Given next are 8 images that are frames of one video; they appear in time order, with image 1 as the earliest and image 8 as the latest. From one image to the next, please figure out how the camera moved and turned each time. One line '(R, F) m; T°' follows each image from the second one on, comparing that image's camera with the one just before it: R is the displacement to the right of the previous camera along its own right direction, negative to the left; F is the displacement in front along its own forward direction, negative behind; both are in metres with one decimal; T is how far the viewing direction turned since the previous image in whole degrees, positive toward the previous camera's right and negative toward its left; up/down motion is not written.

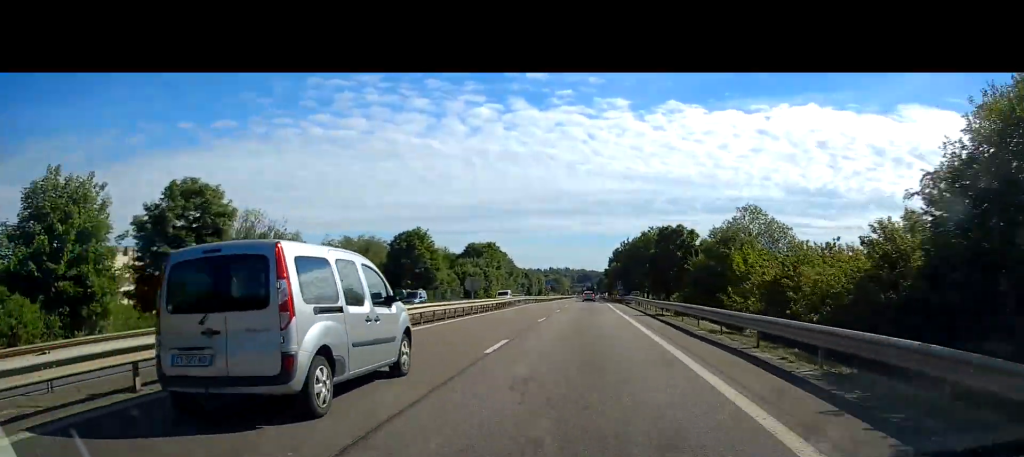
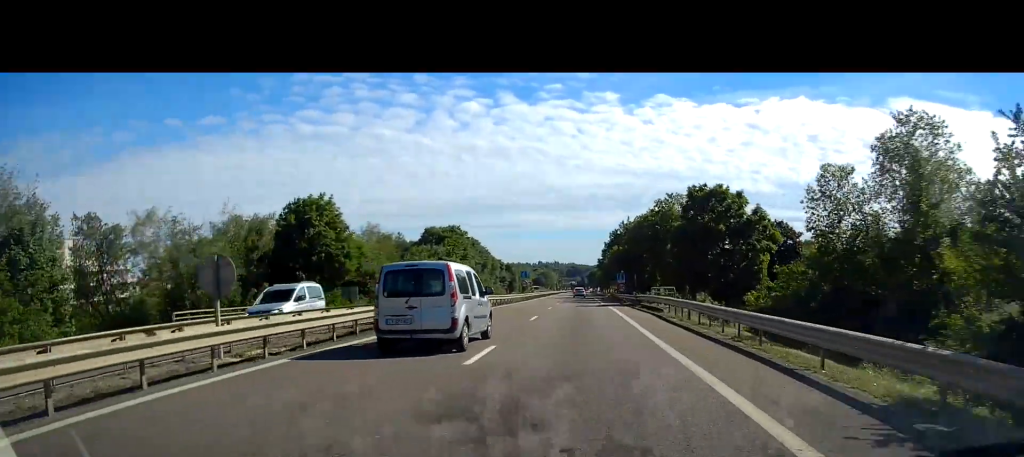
(+0.1, +28.1) m; 0°
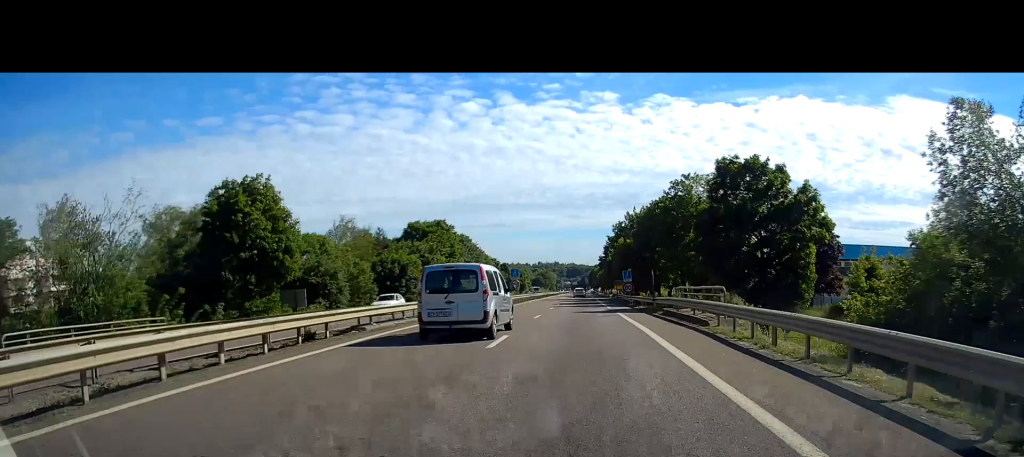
(+0.1, +11.0) m; 0°
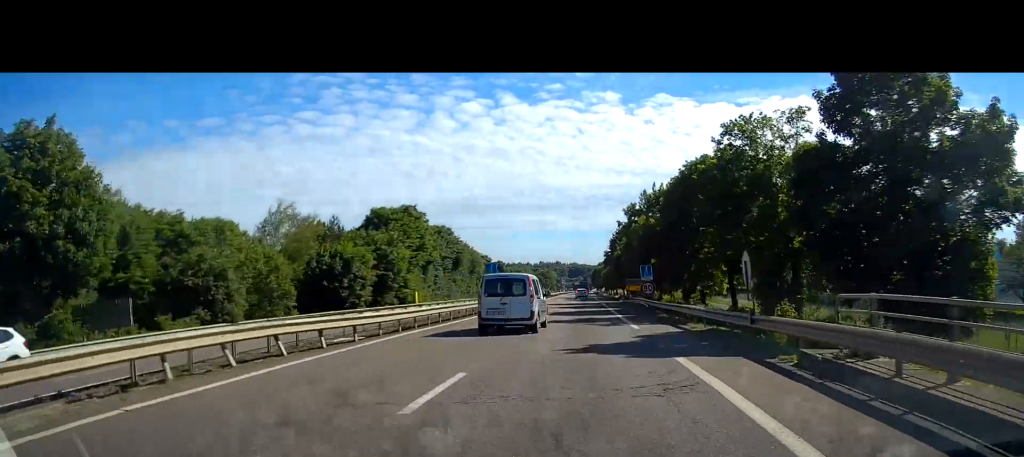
(-0.1, +19.6) m; 0°
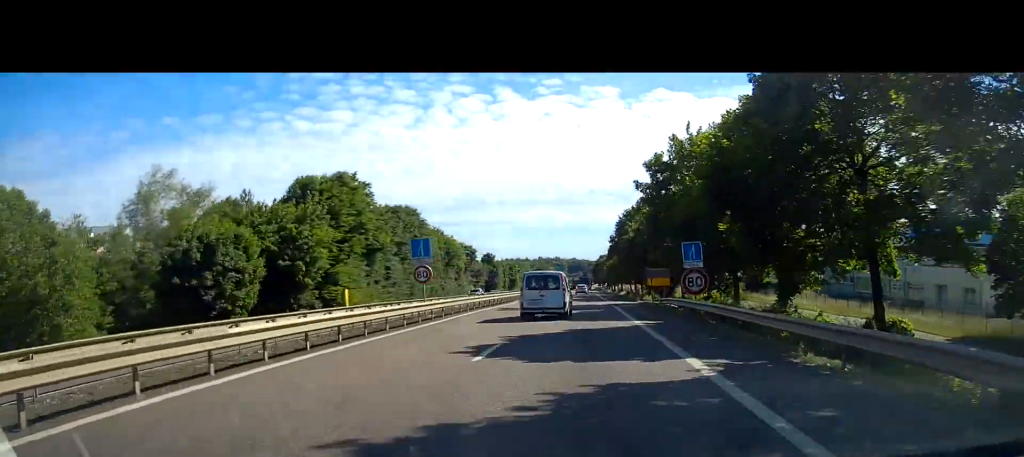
(+0.1, +22.2) m; 0°
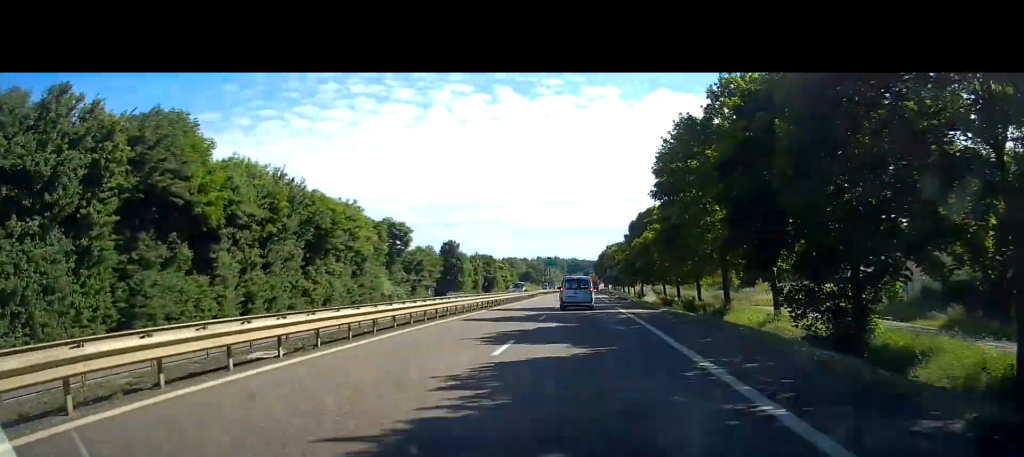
(-0.4, +51.9) m; -1°
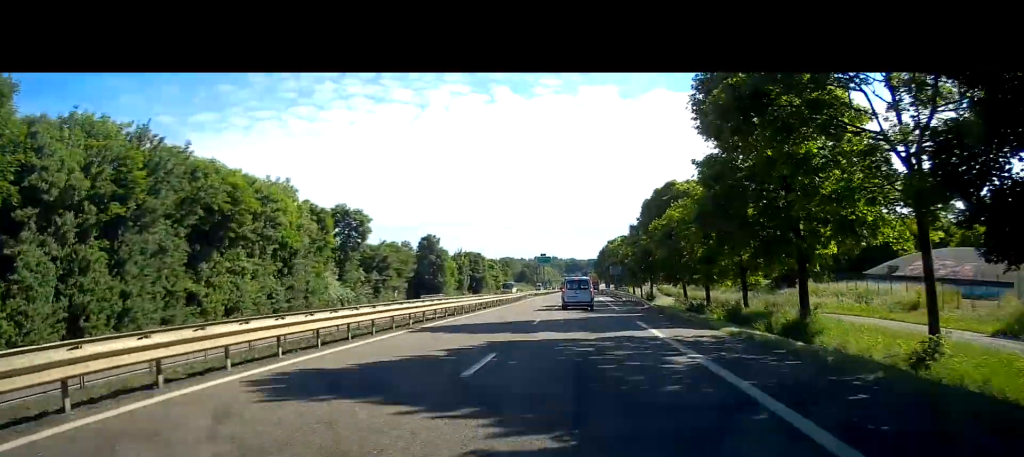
(0.0, +16.1) m; 0°
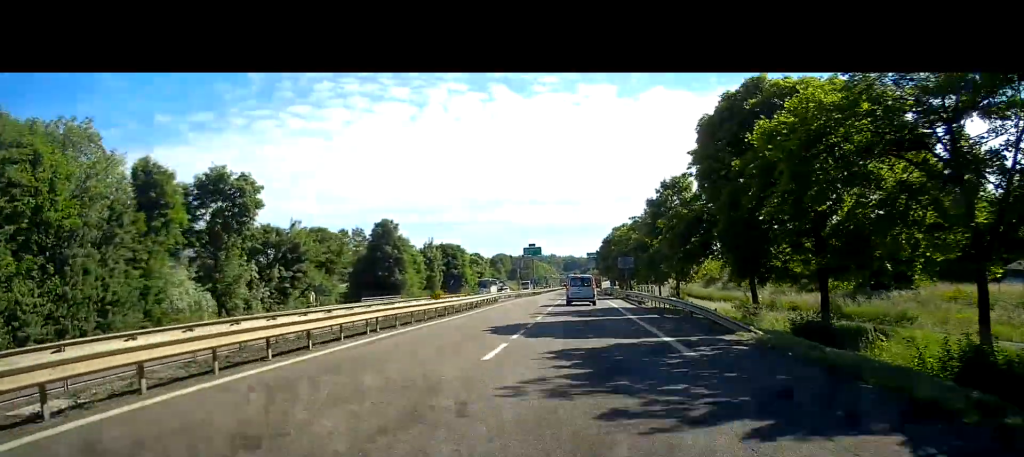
(-0.1, +24.4) m; 0°
